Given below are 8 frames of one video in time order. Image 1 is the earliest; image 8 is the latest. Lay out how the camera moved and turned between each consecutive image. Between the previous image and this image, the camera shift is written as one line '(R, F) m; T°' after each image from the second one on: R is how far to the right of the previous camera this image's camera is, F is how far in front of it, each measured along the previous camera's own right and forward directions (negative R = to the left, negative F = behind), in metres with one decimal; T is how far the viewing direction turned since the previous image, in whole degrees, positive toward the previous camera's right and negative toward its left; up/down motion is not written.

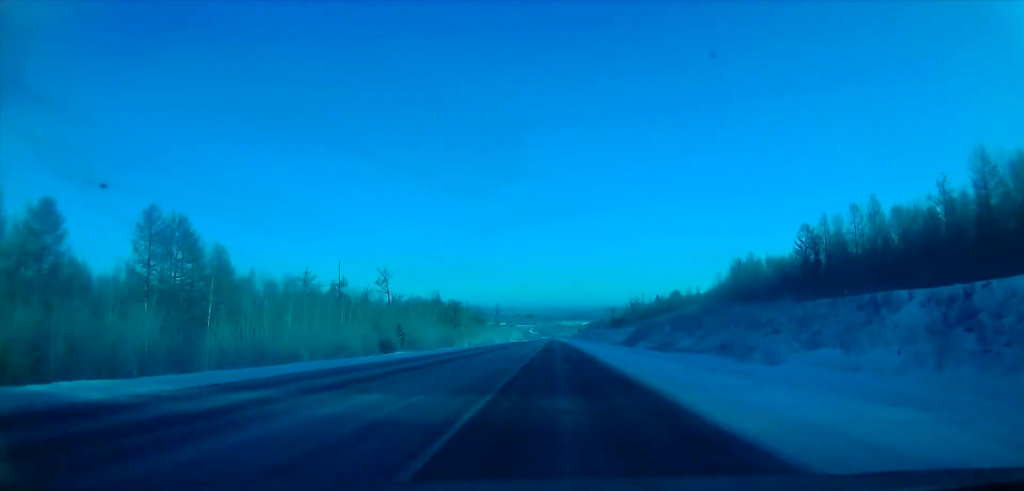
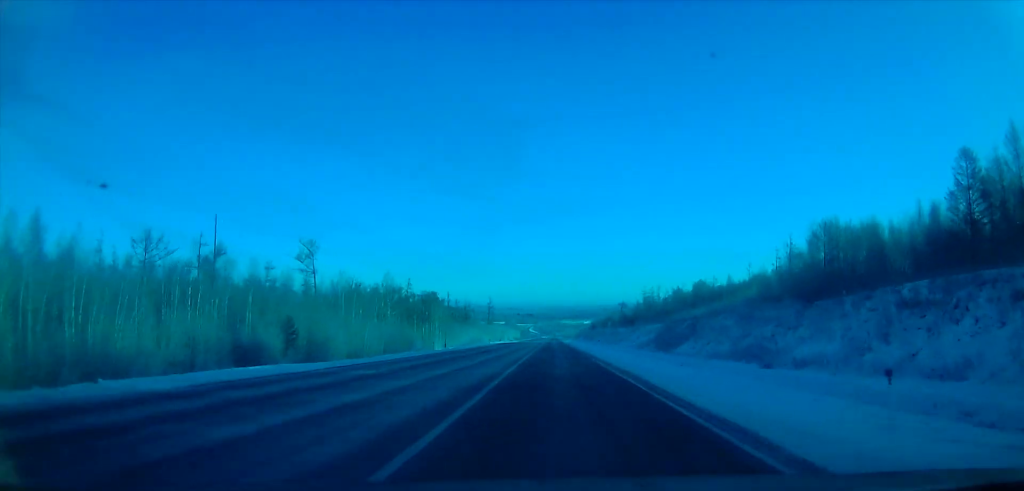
(-1.0, +47.1) m; -1°
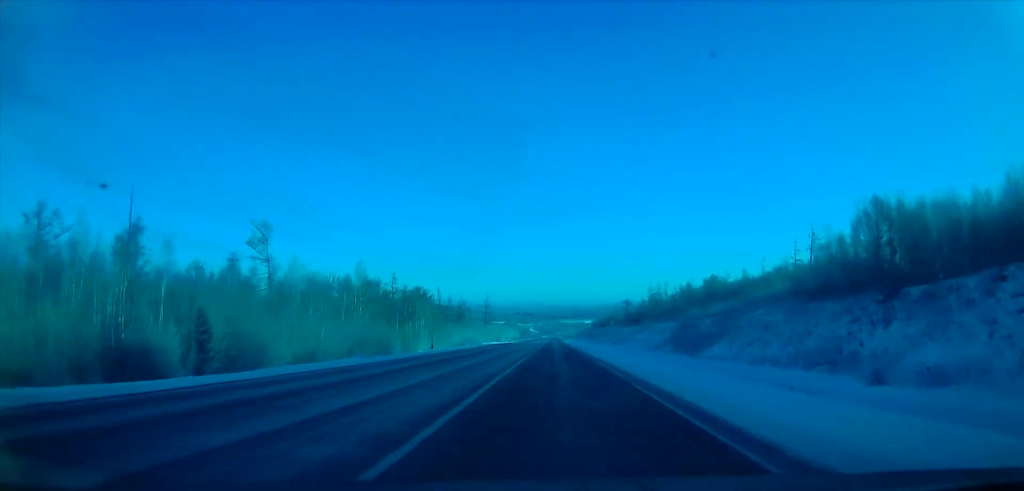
(+0.1, +17.6) m; 0°
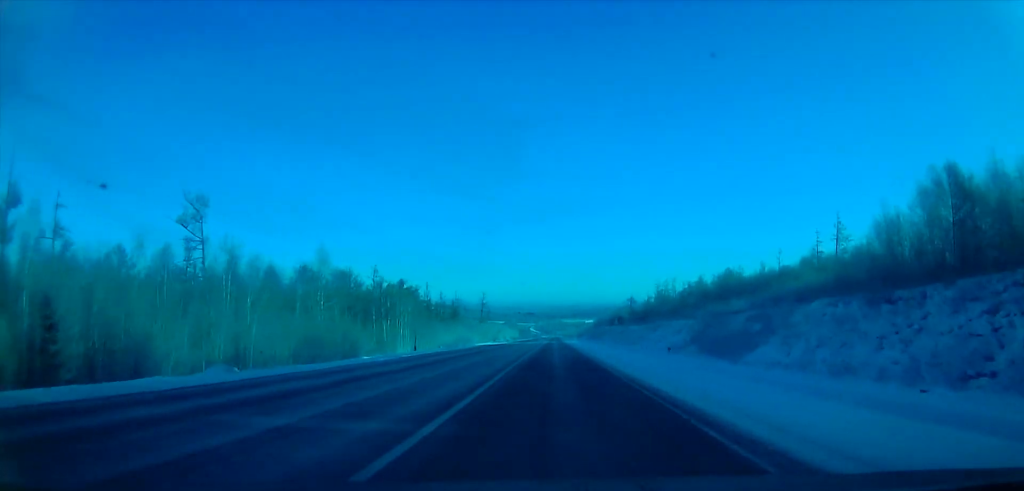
(0.0, +17.7) m; 0°
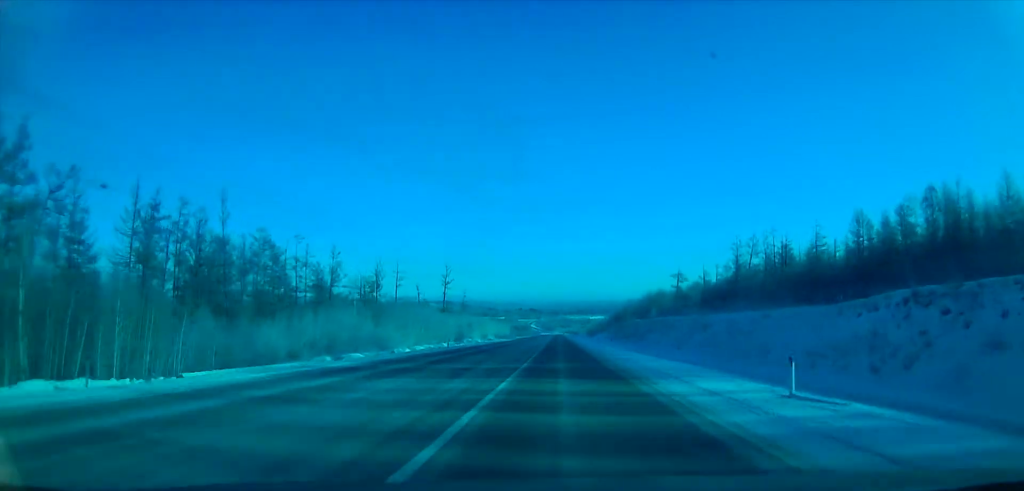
(+2.5, +107.5) m; +2°
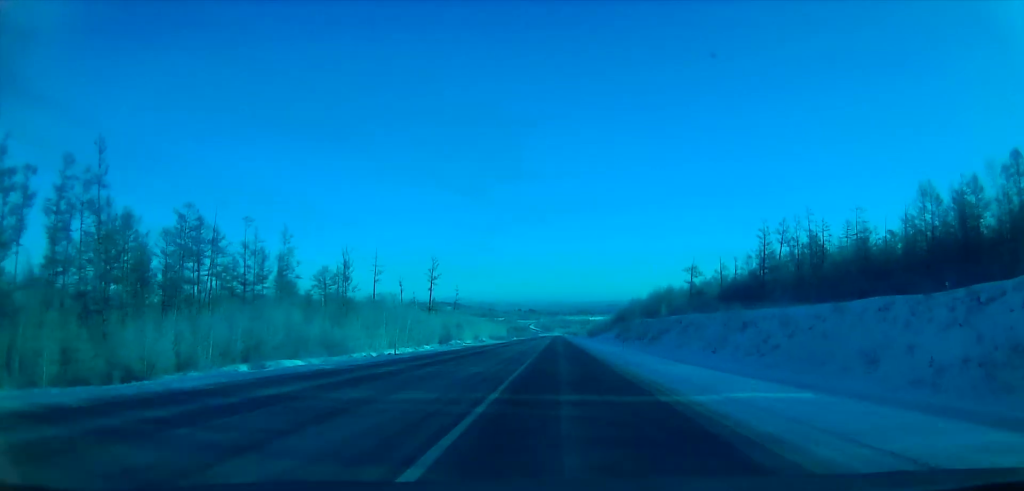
(-0.7, +20.6) m; -1°
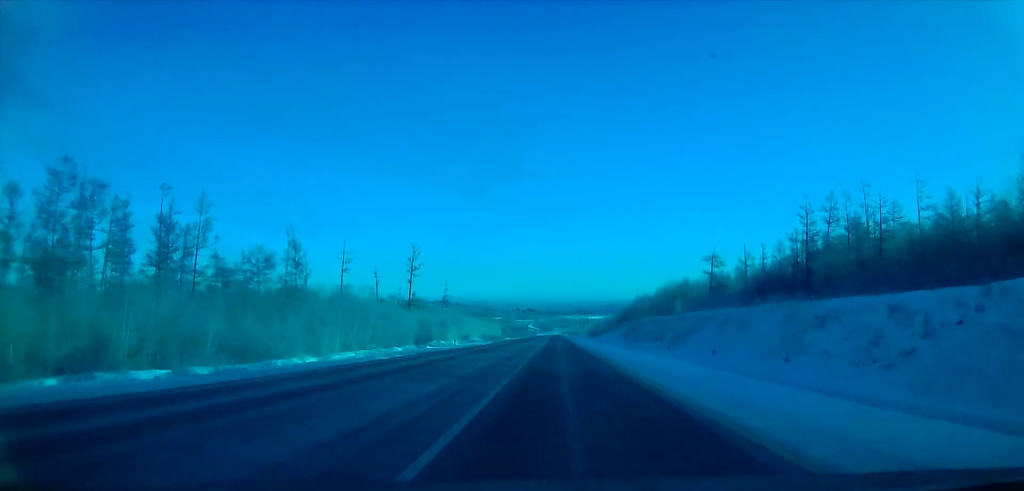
(-0.4, +23.4) m; -1°
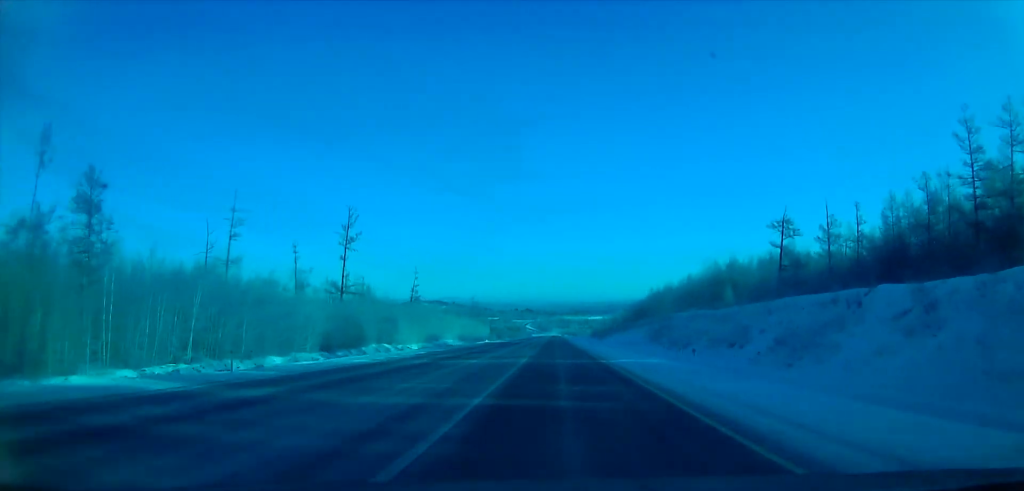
(0.0, +48.4) m; 0°
